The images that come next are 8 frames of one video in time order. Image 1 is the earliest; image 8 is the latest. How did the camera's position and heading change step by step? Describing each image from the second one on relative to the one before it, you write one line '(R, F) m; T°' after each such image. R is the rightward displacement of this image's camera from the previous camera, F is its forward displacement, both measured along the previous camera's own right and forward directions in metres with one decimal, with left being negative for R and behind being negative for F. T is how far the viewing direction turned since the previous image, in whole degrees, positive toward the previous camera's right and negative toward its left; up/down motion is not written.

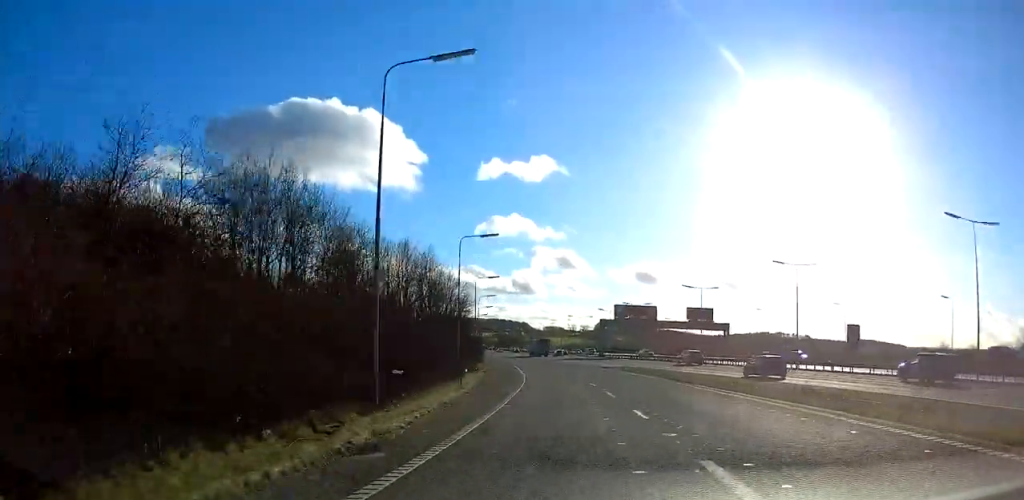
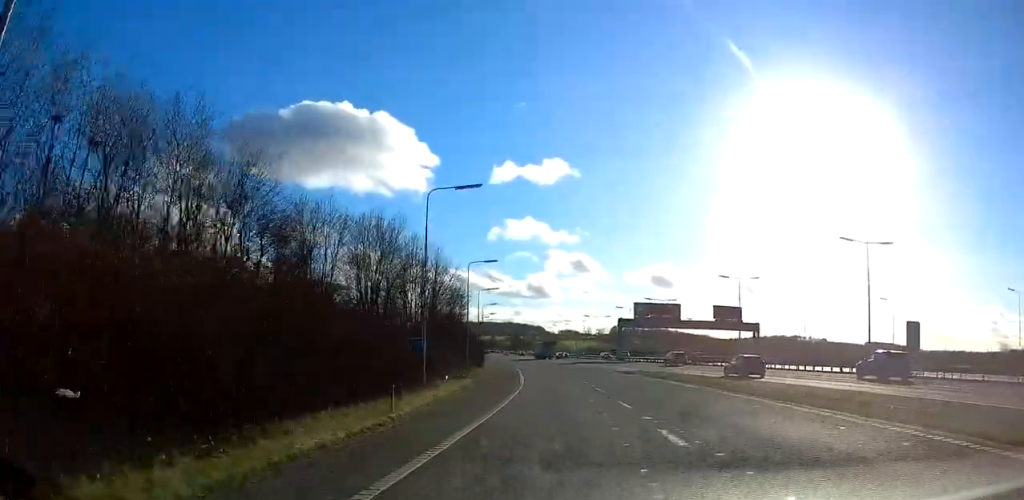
(+0.1, +14.2) m; -1°
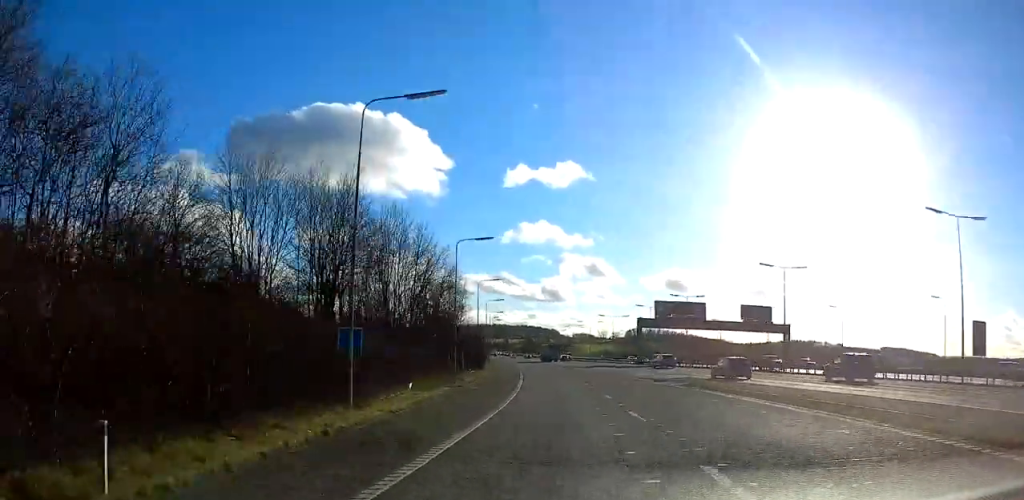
(0.0, +12.4) m; -1°
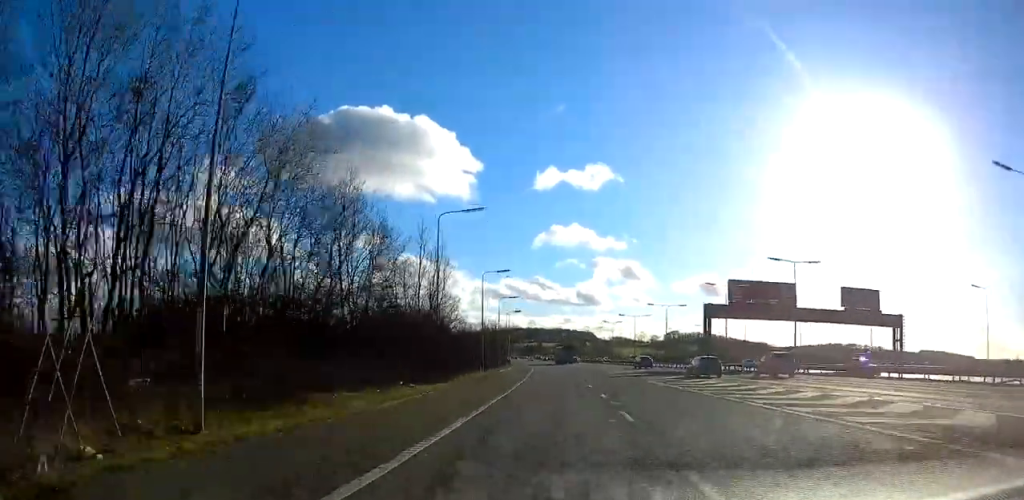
(-1.4, +36.1) m; -4°
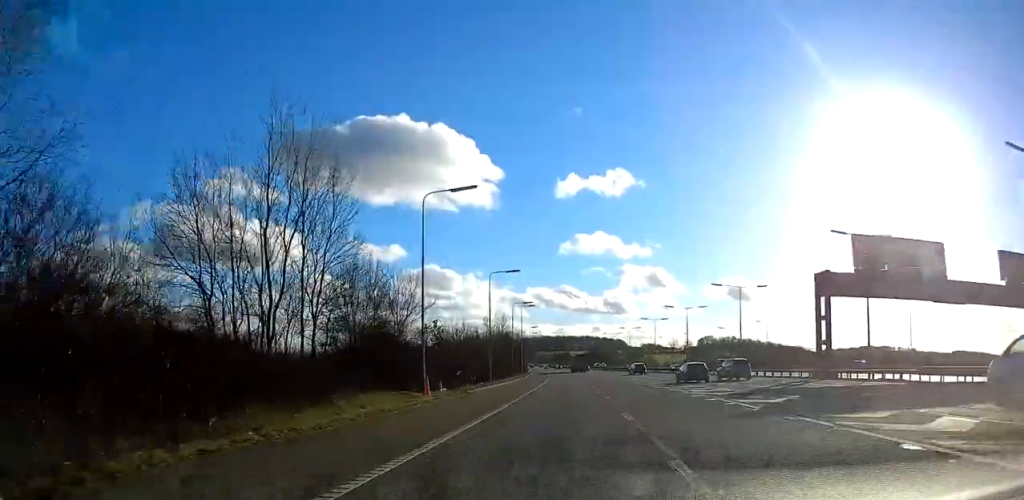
(-0.8, +34.2) m; -2°
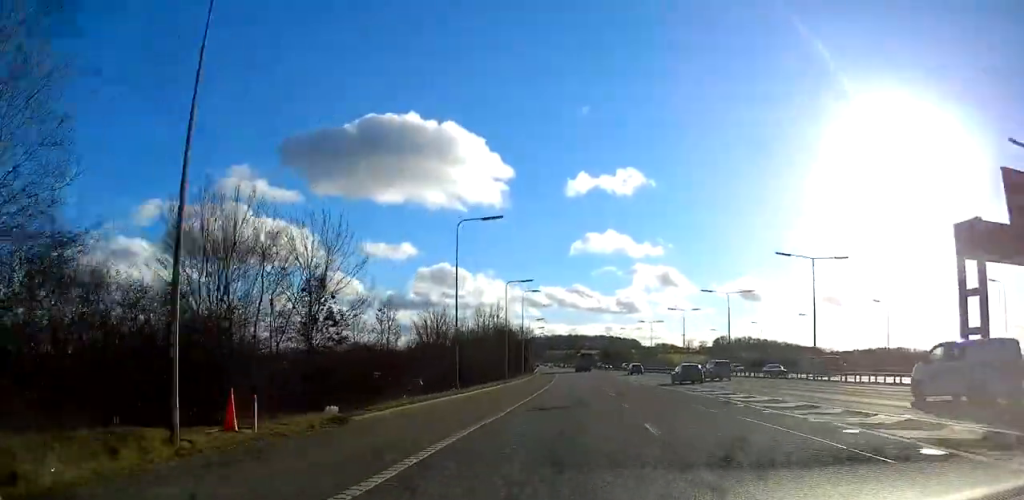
(-0.1, +21.1) m; -1°
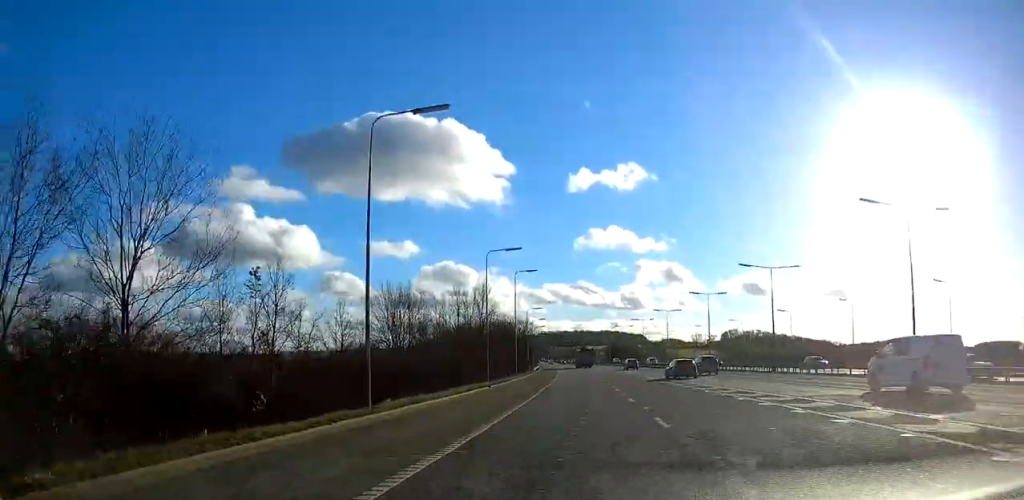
(-0.1, +16.8) m; -1°
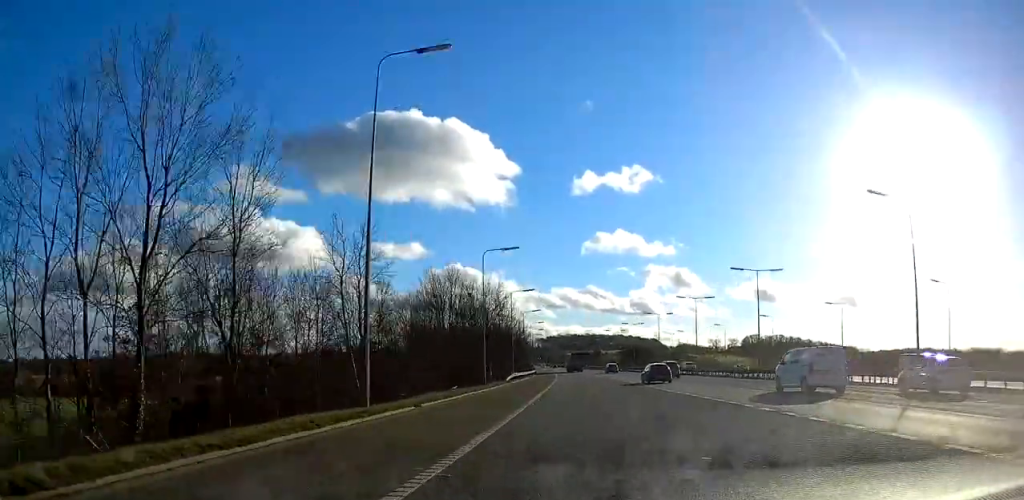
(-0.7, +55.1) m; -1°
